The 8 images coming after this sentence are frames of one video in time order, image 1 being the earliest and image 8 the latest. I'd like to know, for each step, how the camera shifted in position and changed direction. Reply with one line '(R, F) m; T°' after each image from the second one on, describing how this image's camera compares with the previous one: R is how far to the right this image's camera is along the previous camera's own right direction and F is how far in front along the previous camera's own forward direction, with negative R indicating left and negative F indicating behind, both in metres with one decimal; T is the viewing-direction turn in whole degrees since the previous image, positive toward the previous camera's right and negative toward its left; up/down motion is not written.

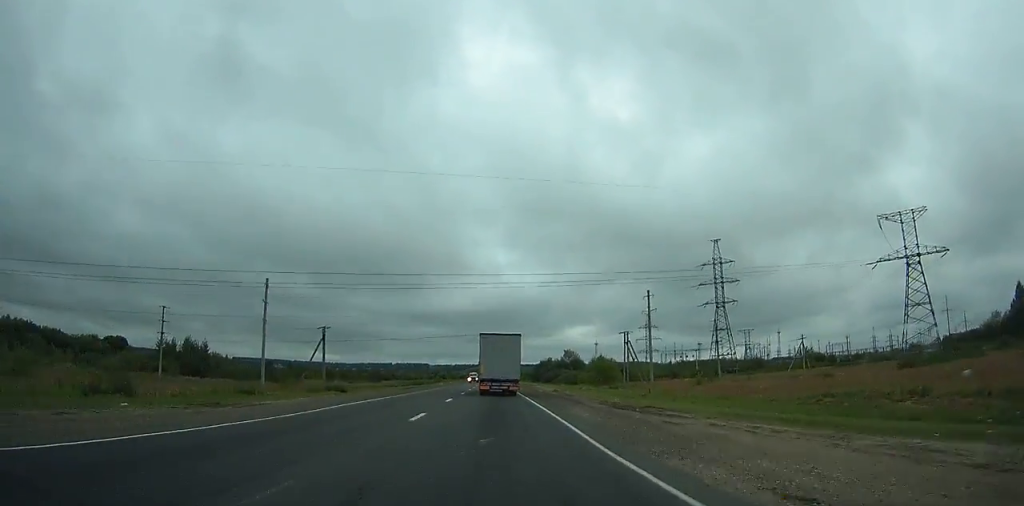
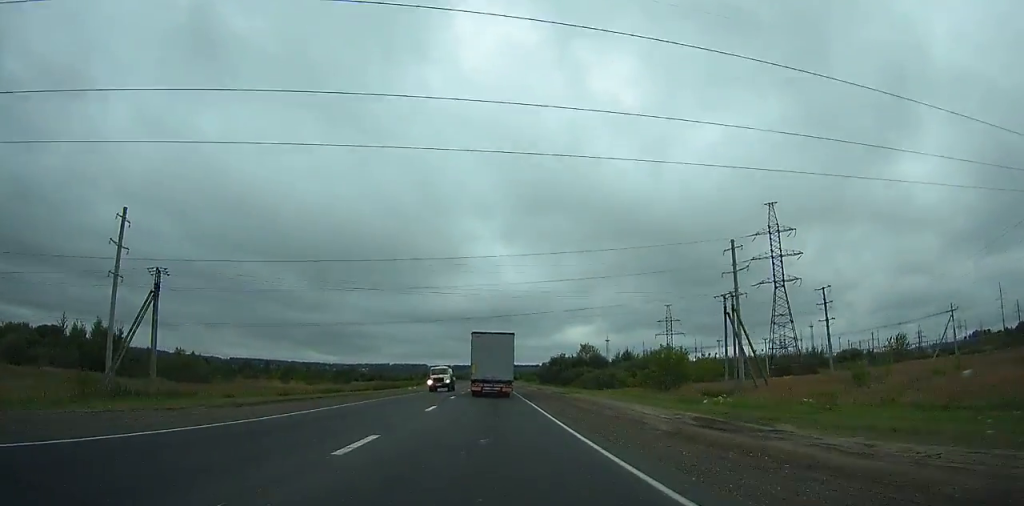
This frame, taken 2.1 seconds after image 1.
(-0.2, +42.7) m; 0°
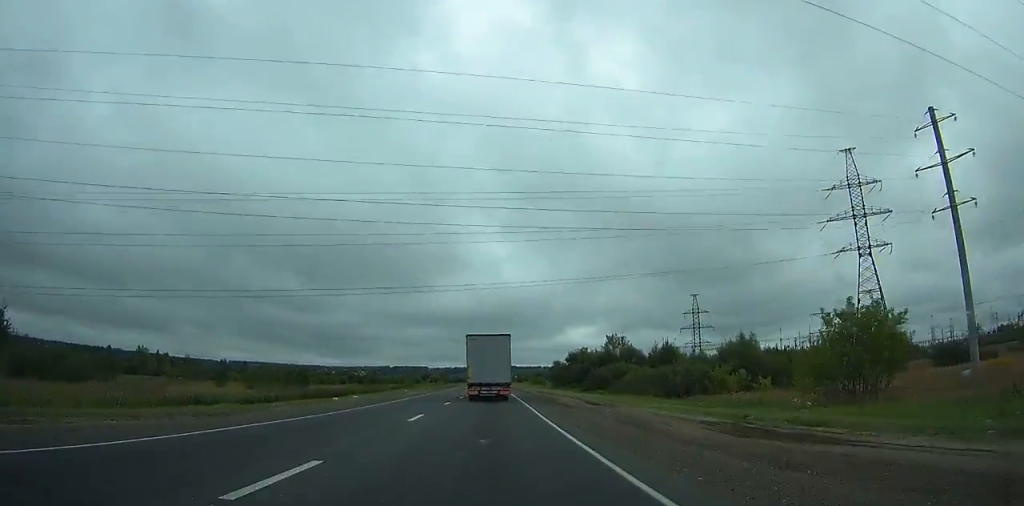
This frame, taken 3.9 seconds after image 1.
(0.0, +38.8) m; 0°
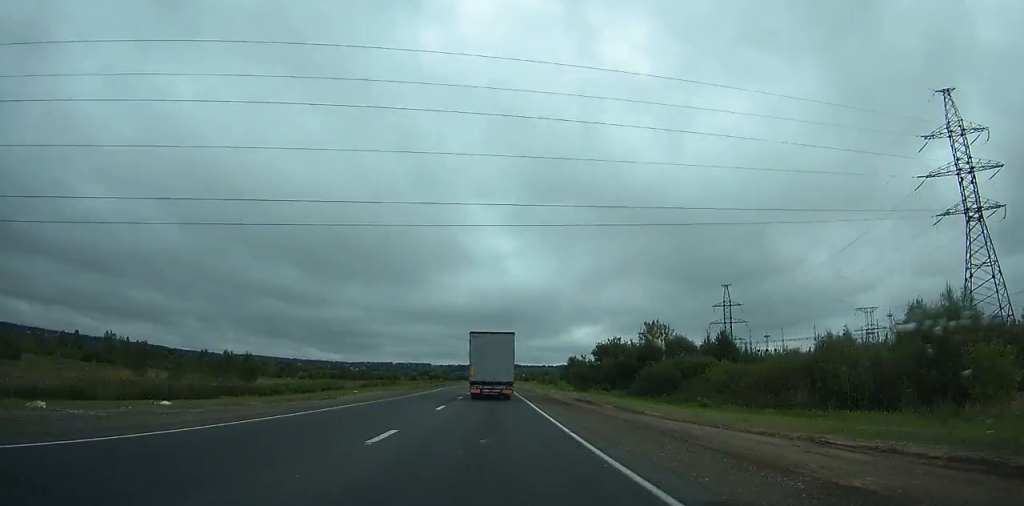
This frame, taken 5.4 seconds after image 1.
(0.0, +30.7) m; 0°
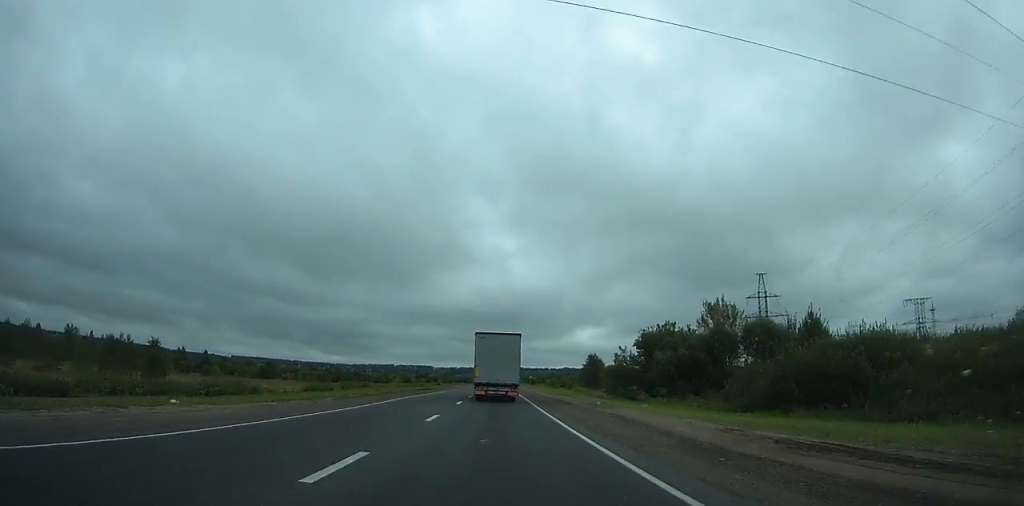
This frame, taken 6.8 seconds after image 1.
(-0.1, +29.5) m; 0°
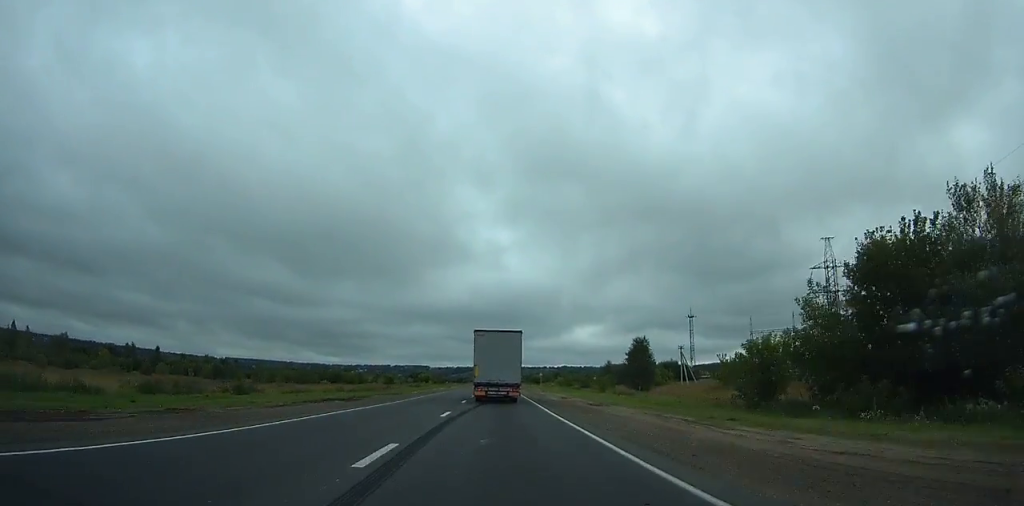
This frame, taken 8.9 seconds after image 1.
(-0.2, +45.3) m; 0°
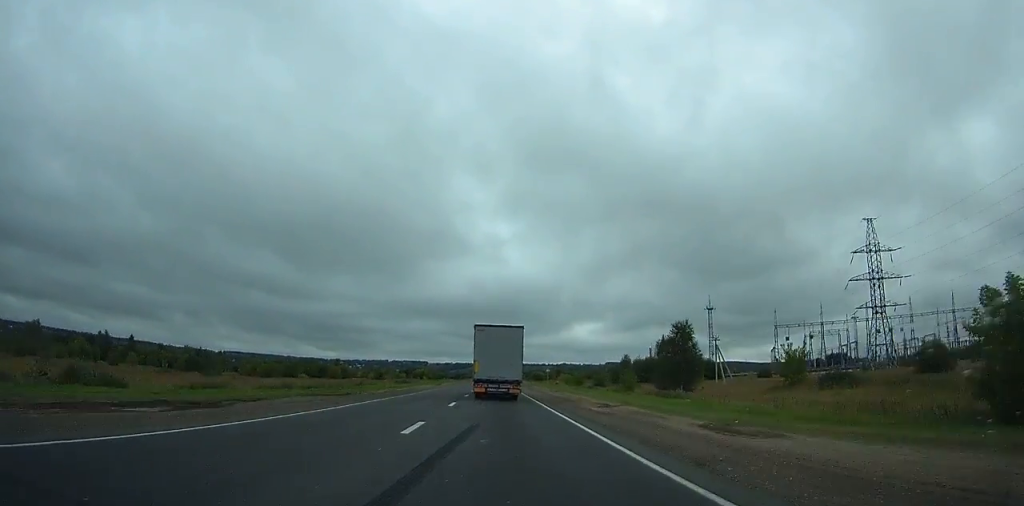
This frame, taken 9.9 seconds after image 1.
(0.0, +20.0) m; 0°
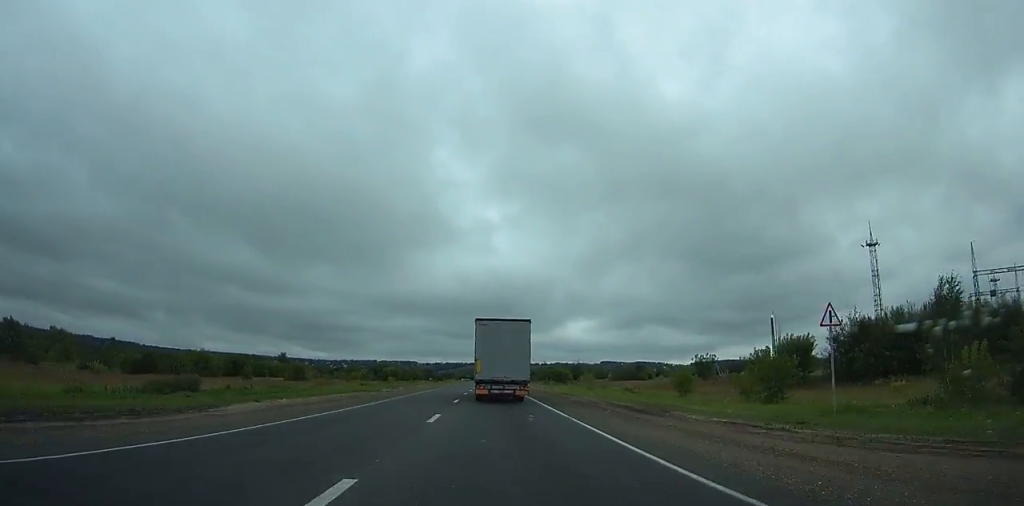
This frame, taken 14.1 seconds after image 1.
(+0.7, +91.2) m; 0°
